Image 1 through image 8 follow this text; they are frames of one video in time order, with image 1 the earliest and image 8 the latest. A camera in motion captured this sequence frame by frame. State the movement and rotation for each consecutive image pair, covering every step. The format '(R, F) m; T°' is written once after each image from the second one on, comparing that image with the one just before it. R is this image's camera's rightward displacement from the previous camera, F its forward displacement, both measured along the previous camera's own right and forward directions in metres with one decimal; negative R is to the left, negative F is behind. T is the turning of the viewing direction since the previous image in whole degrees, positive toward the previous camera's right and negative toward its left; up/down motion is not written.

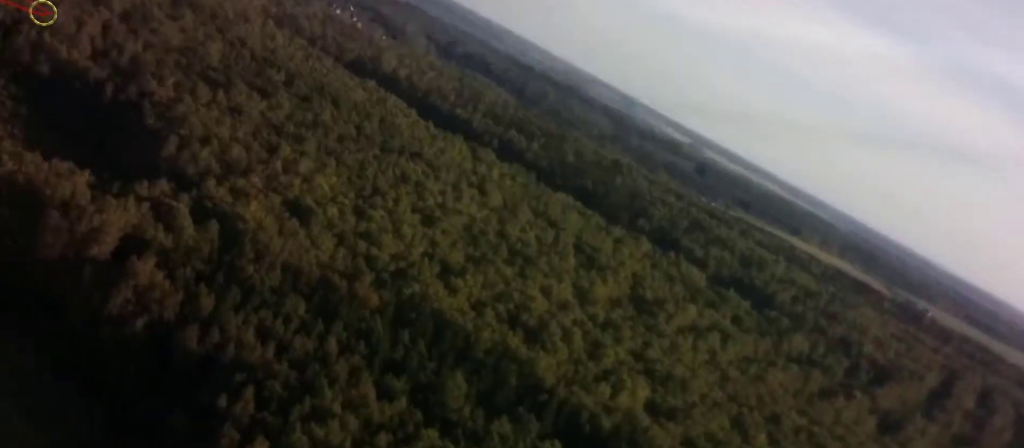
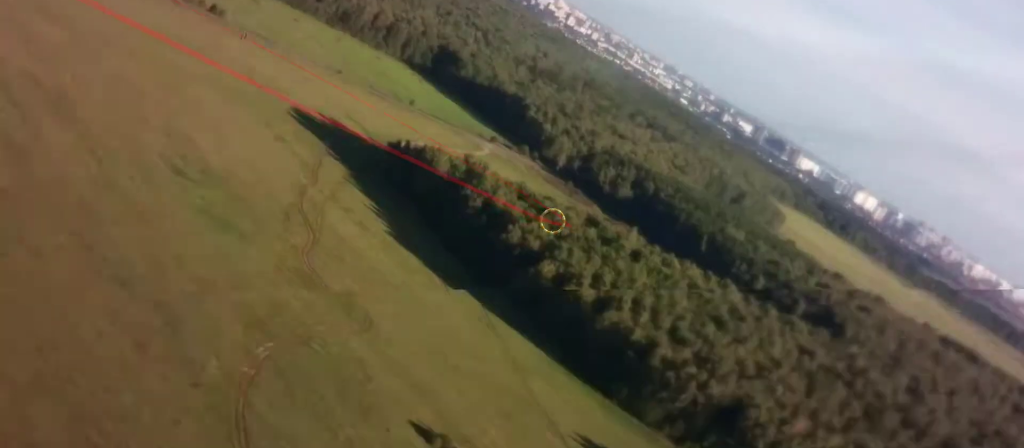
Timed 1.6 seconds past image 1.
(-10.0, +27.8) m; -37°
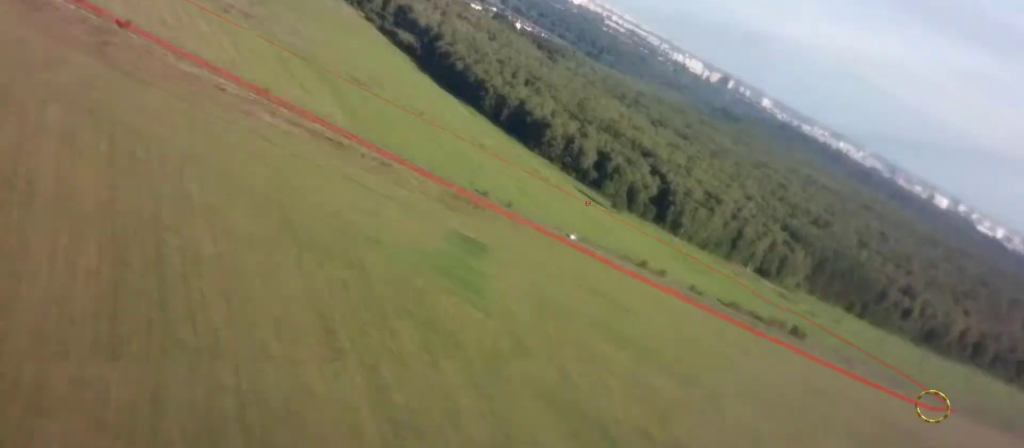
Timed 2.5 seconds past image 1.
(-3.2, +16.9) m; -19°
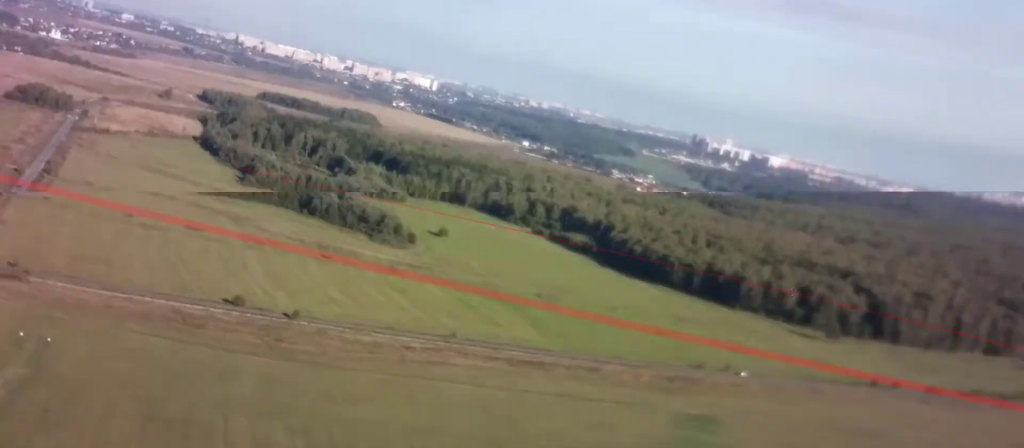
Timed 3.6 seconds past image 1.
(-2.8, +18.8) m; -12°
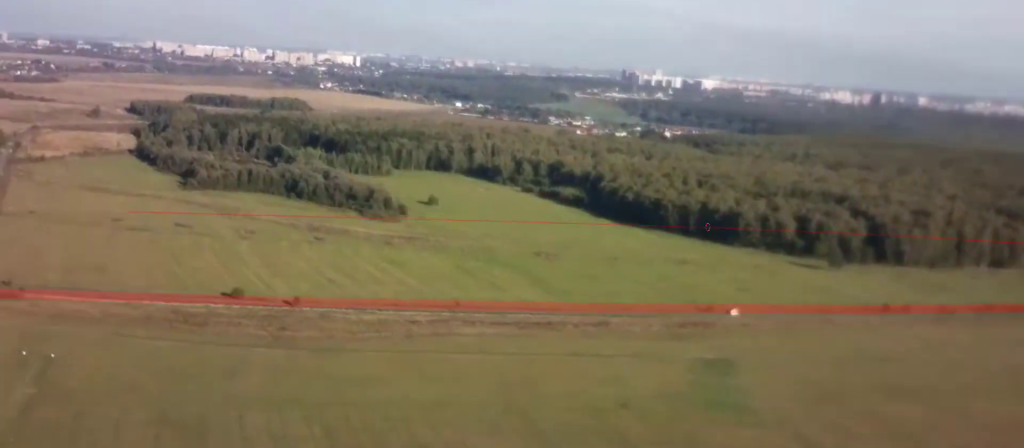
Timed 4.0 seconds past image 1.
(-0.4, +7.4) m; -3°
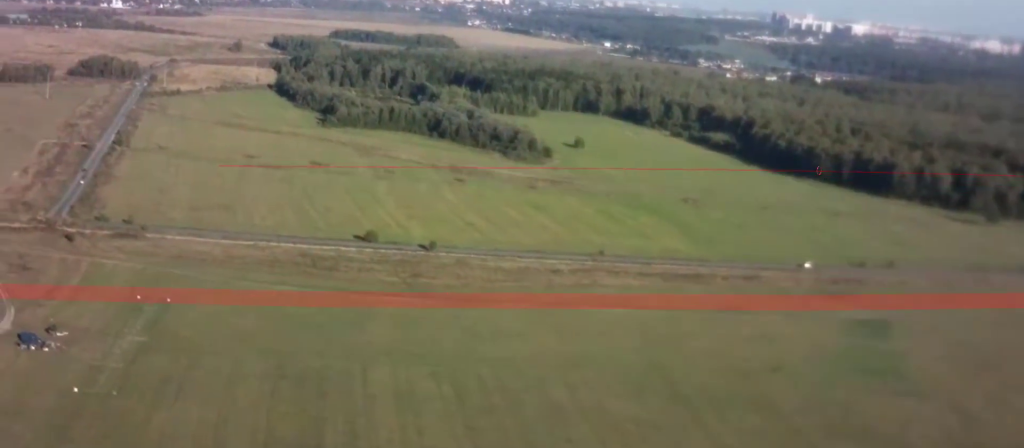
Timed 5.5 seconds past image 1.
(-0.2, +29.3) m; 0°
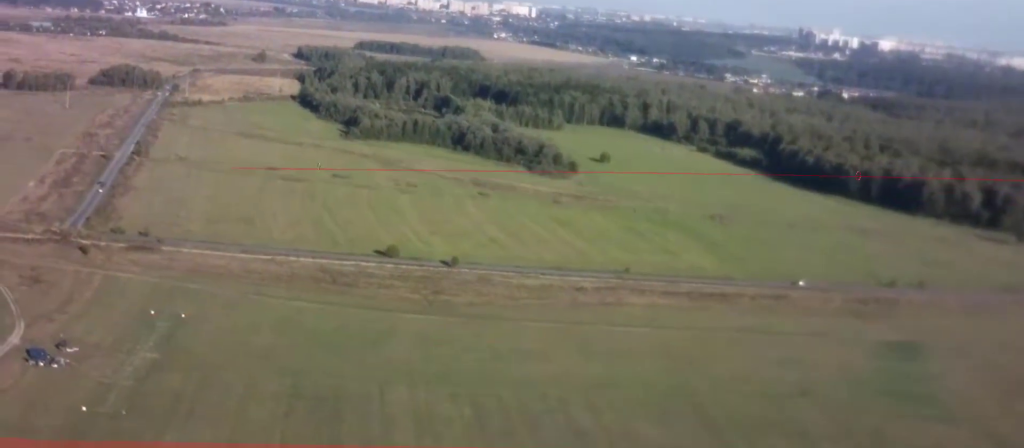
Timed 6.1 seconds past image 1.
(+0.1, +13.4) m; 0°
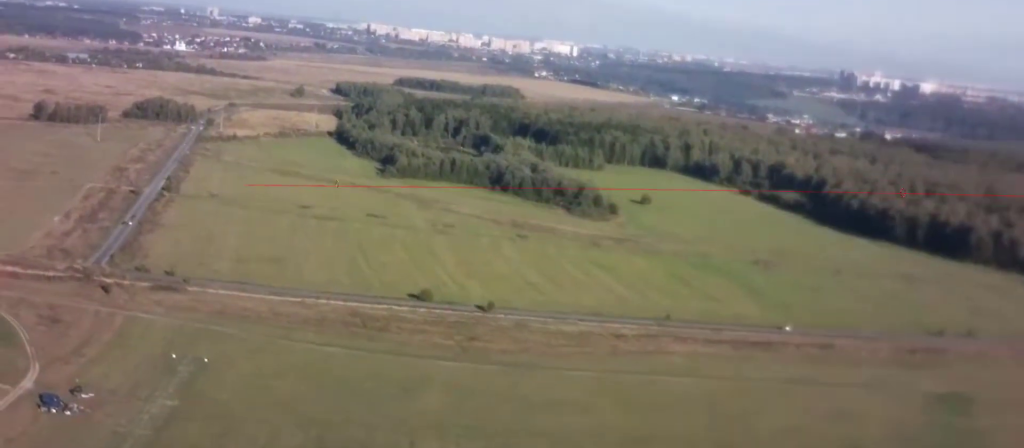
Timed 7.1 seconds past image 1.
(-0.4, +21.2) m; -4°
